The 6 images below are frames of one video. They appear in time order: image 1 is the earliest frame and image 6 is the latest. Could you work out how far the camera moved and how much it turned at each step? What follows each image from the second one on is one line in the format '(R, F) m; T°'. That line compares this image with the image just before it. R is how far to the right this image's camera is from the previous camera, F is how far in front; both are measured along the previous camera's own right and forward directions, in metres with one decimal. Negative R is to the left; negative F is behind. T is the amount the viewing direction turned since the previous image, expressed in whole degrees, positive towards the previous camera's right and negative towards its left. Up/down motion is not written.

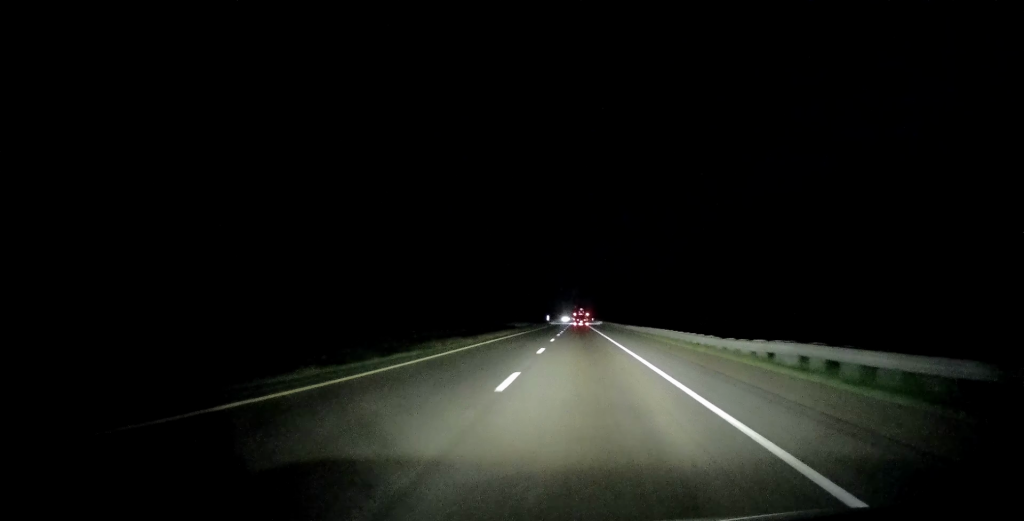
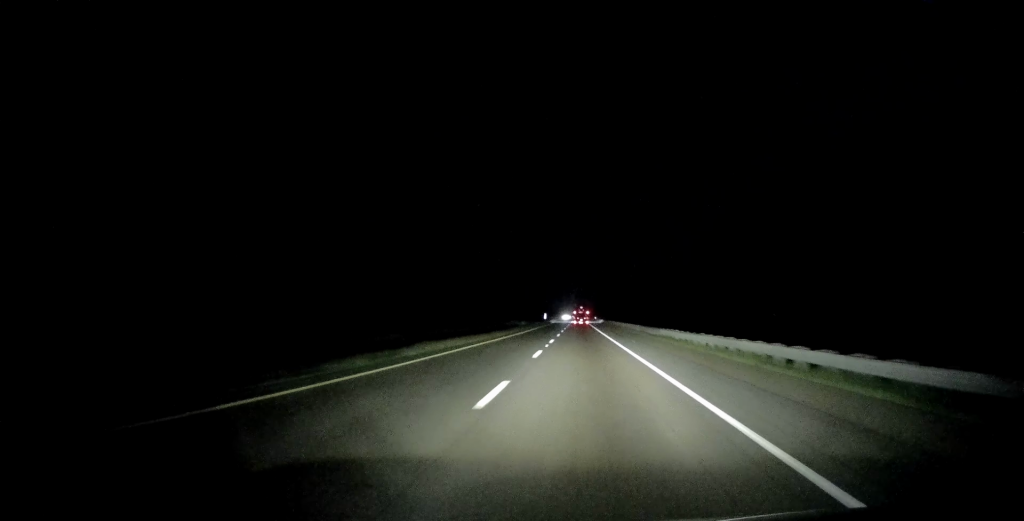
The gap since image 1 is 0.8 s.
(-0.5, +26.4) m; 0°
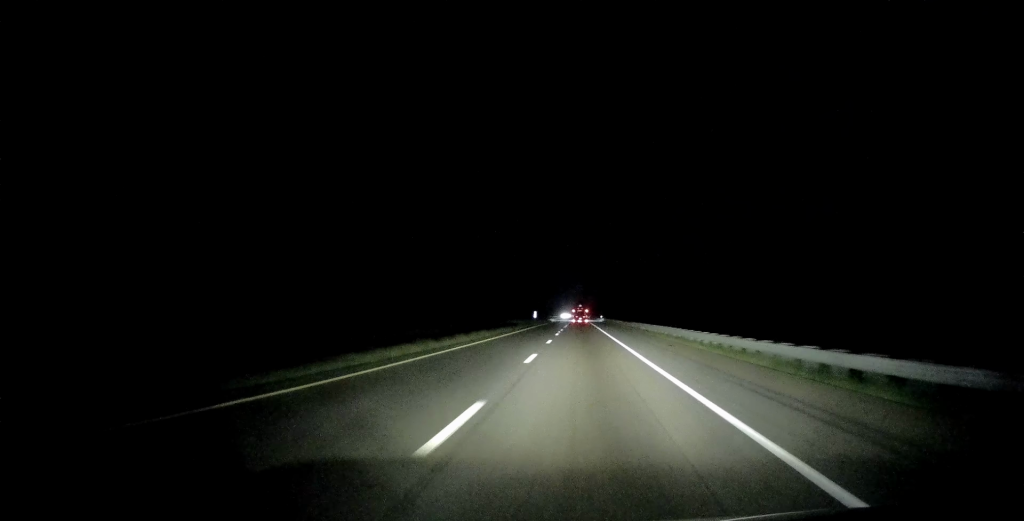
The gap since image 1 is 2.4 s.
(+0.4, +51.7) m; +1°
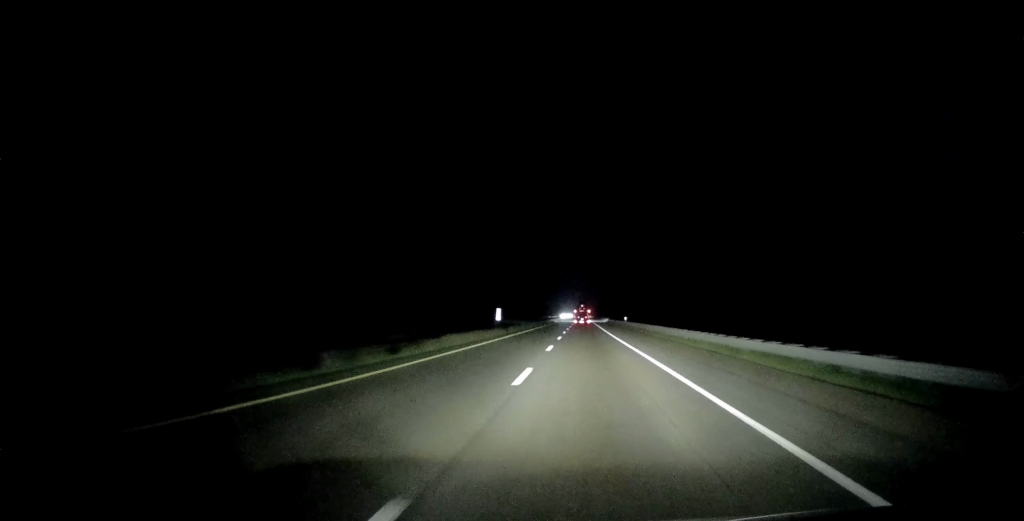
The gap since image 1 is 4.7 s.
(-0.9, +78.0) m; -1°
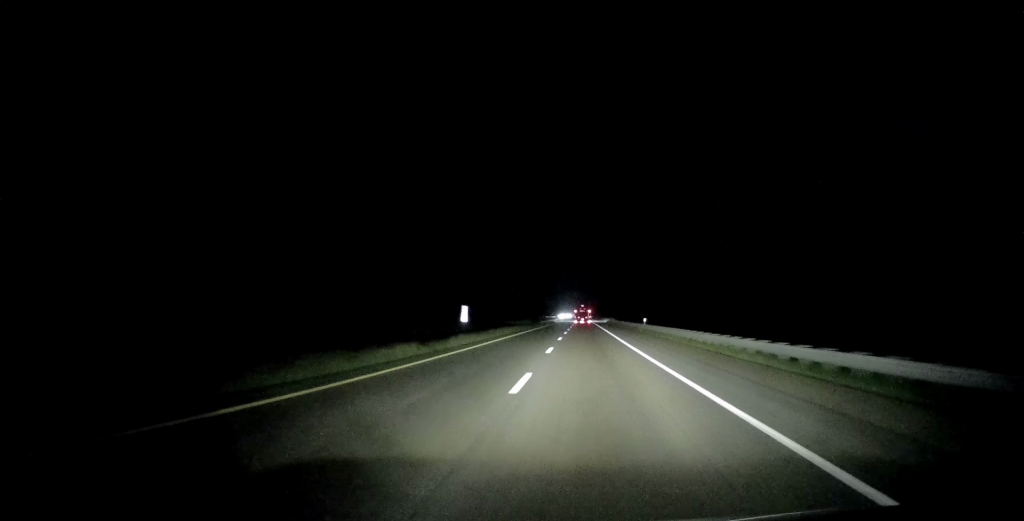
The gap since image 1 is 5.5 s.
(+0.7, +25.2) m; +1°
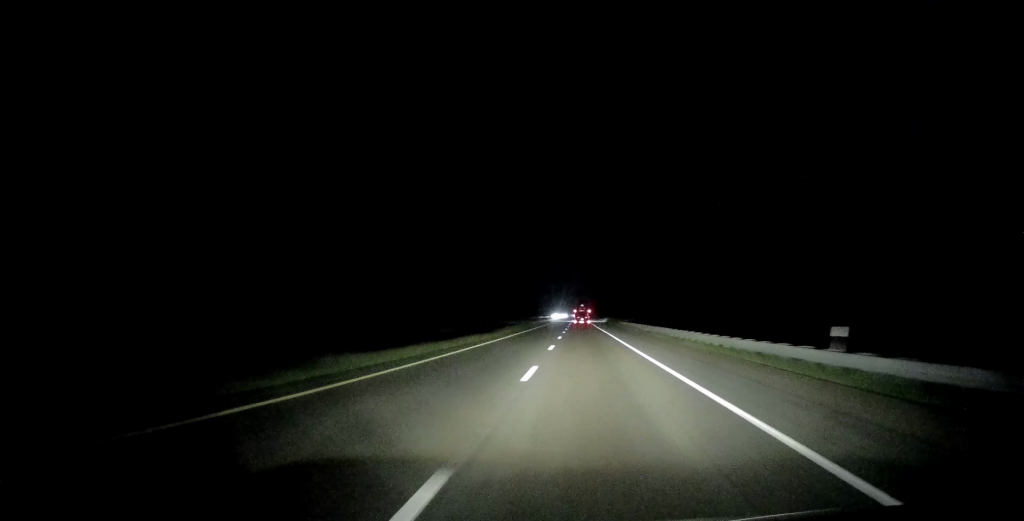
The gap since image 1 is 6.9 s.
(-0.3, +46.1) m; 0°
